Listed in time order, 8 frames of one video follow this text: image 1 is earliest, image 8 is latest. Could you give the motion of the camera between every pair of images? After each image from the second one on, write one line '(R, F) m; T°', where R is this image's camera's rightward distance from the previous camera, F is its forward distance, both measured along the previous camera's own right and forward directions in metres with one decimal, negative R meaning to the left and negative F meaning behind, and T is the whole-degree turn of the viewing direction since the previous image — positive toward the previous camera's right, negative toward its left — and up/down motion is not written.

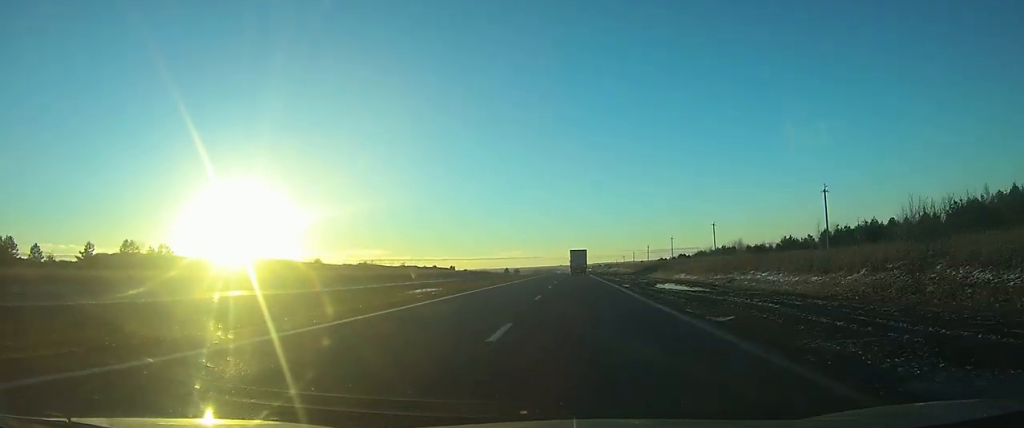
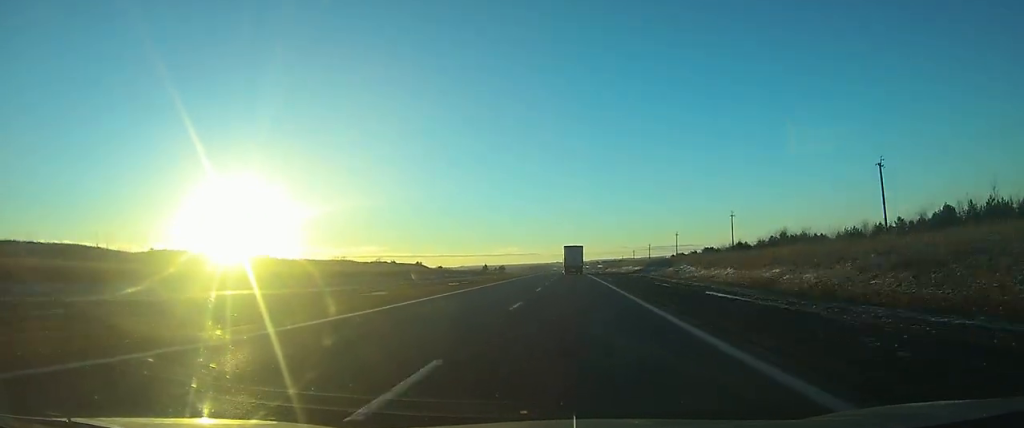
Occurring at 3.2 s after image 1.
(+0.2, +75.2) m; 0°
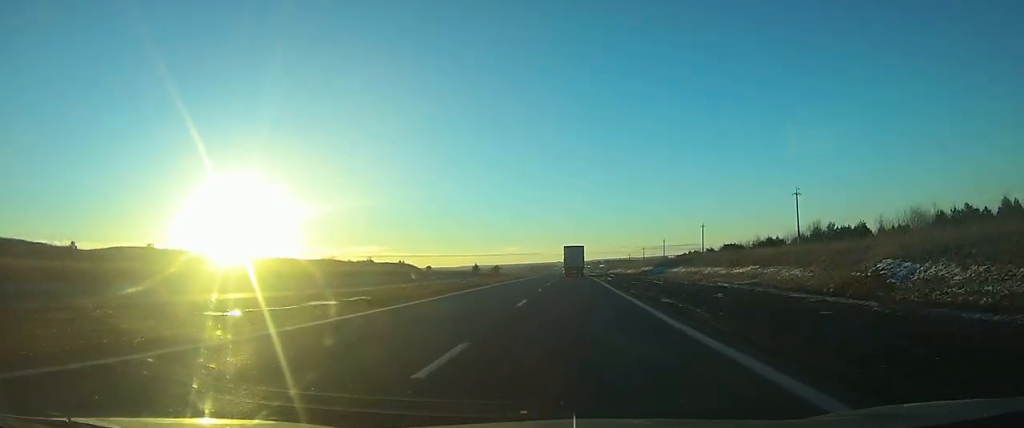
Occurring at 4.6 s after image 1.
(-0.1, +35.4) m; 0°
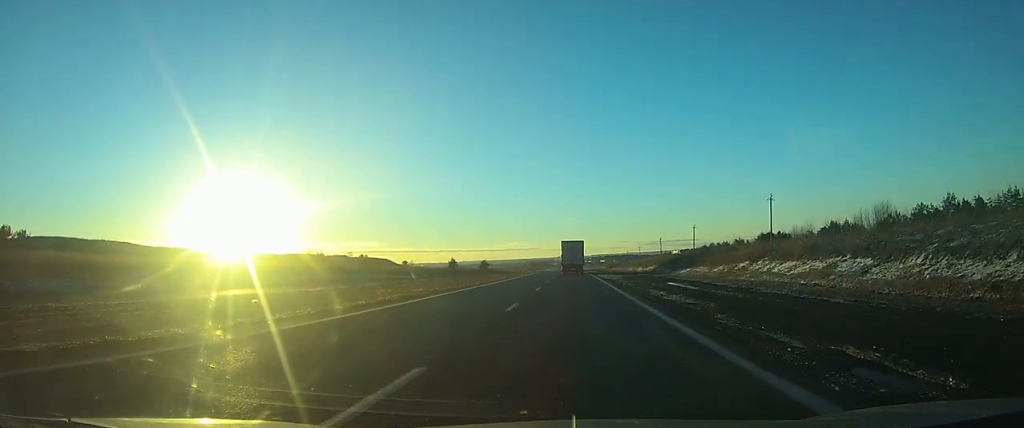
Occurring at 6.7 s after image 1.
(0.0, +51.9) m; 0°
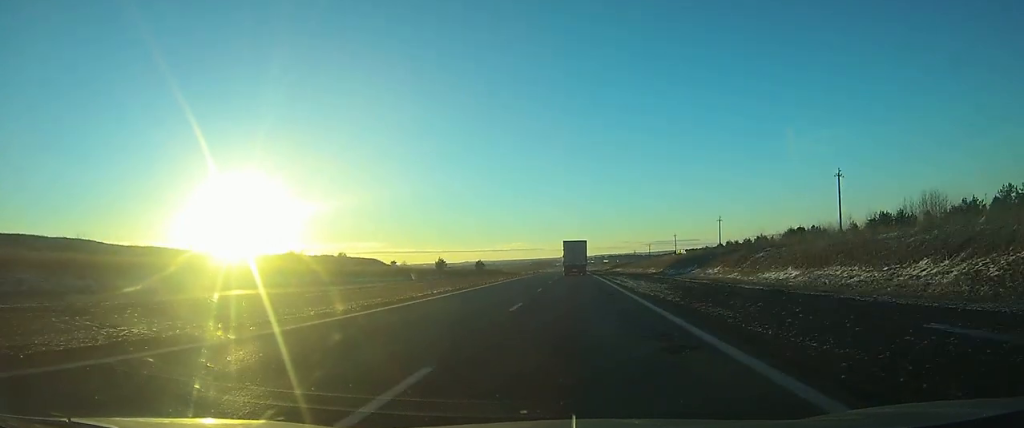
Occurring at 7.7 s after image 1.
(0.0, +24.1) m; 0°
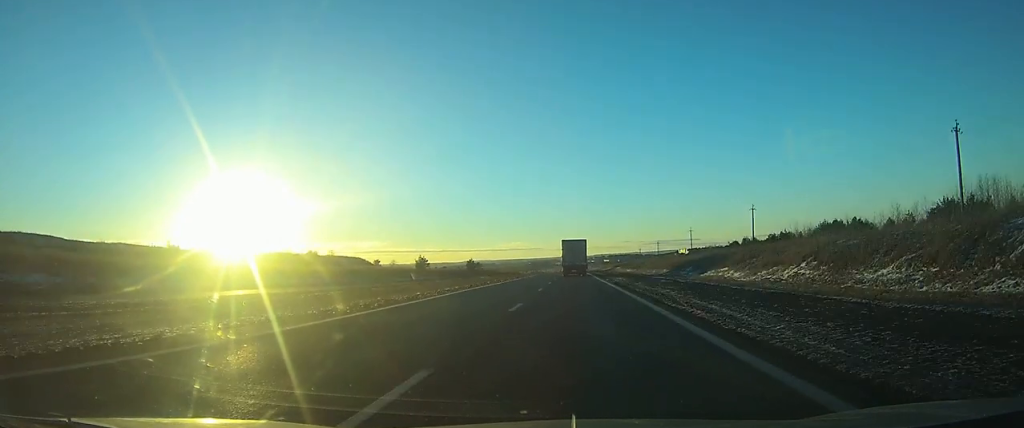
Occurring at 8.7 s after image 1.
(0.0, +24.0) m; 0°
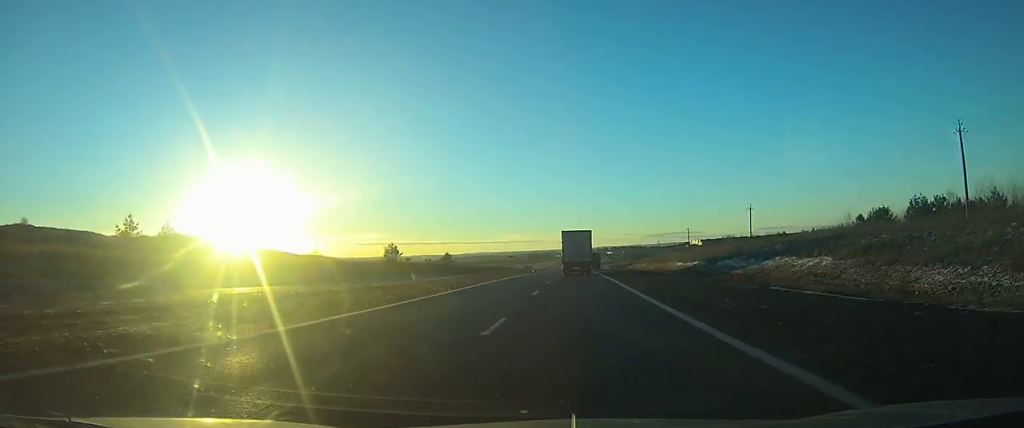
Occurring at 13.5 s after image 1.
(-0.3, +110.9) m; 0°
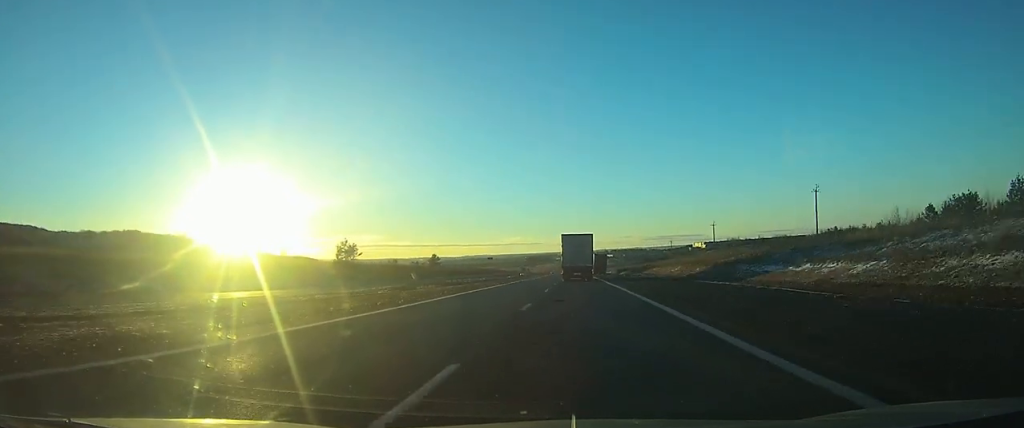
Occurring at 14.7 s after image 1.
(0.0, +31.1) m; 0°
